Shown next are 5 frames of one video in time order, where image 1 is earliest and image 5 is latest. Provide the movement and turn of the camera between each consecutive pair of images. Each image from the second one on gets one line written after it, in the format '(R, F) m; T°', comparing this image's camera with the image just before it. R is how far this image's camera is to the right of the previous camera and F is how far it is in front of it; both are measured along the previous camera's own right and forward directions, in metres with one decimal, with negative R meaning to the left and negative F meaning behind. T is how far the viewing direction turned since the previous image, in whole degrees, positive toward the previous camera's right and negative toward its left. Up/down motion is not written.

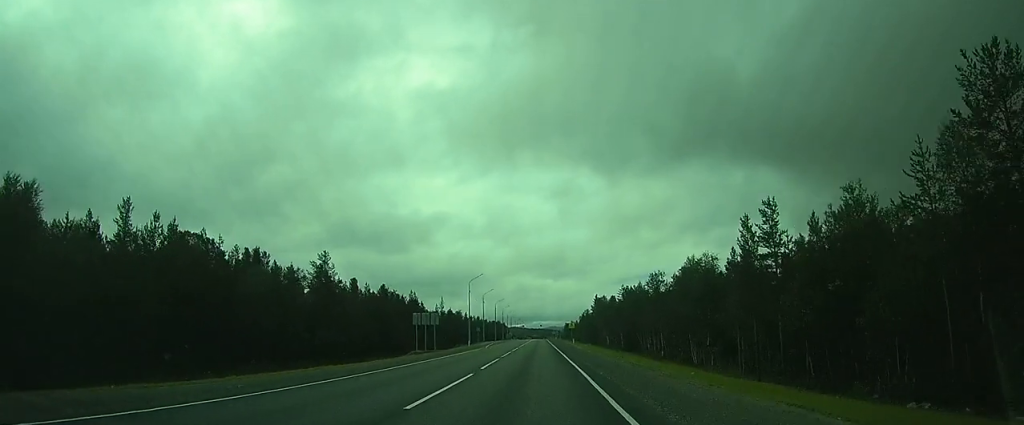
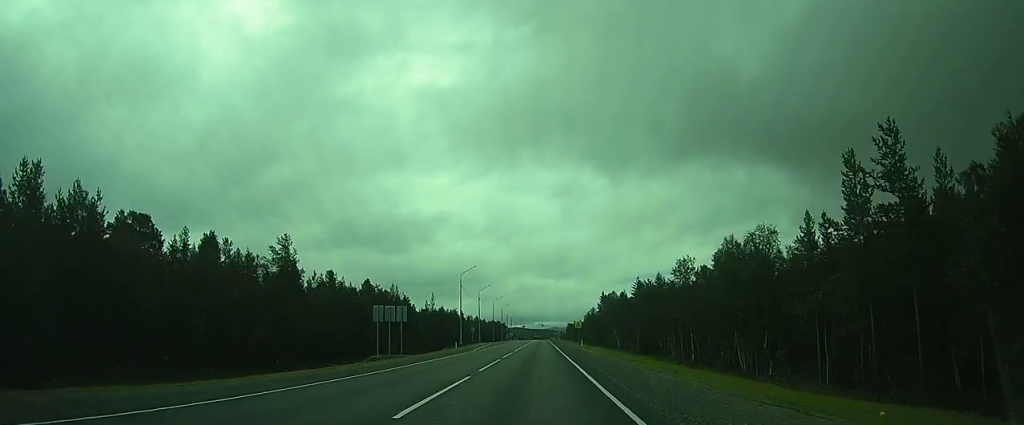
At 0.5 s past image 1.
(0.0, +13.4) m; 0°
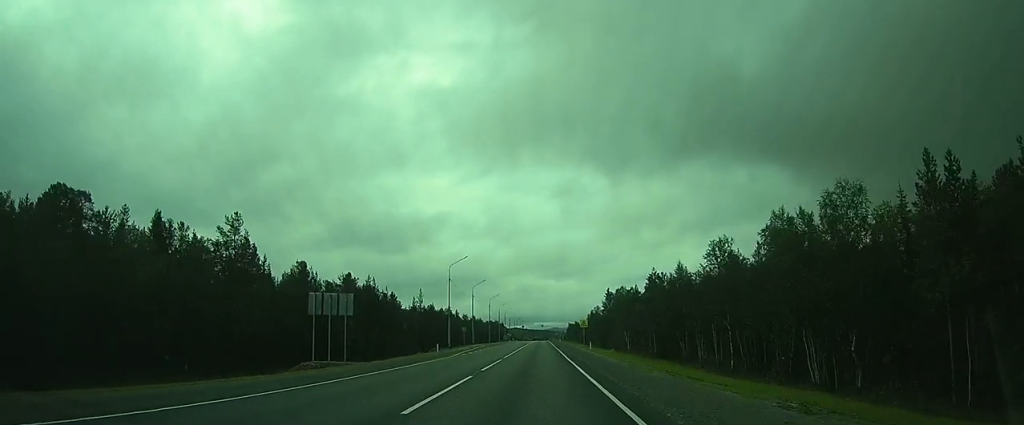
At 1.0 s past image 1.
(0.0, +11.7) m; 0°
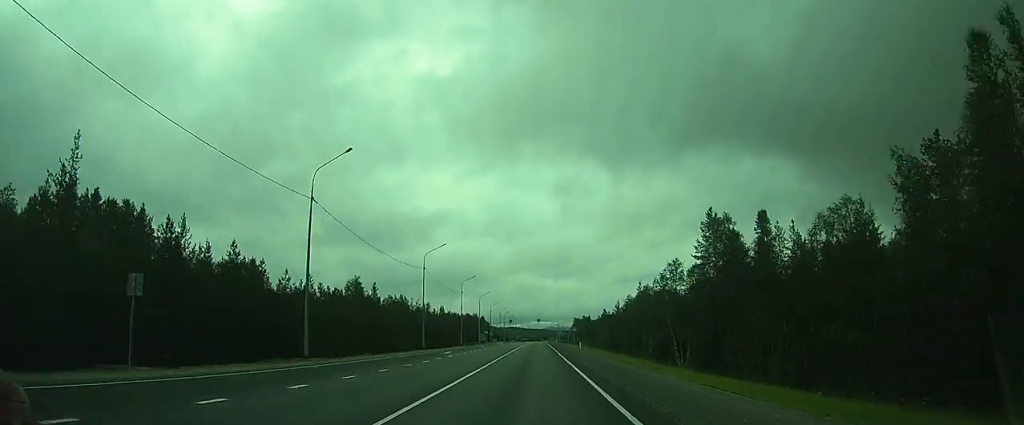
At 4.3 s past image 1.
(-0.4, +83.8) m; 0°
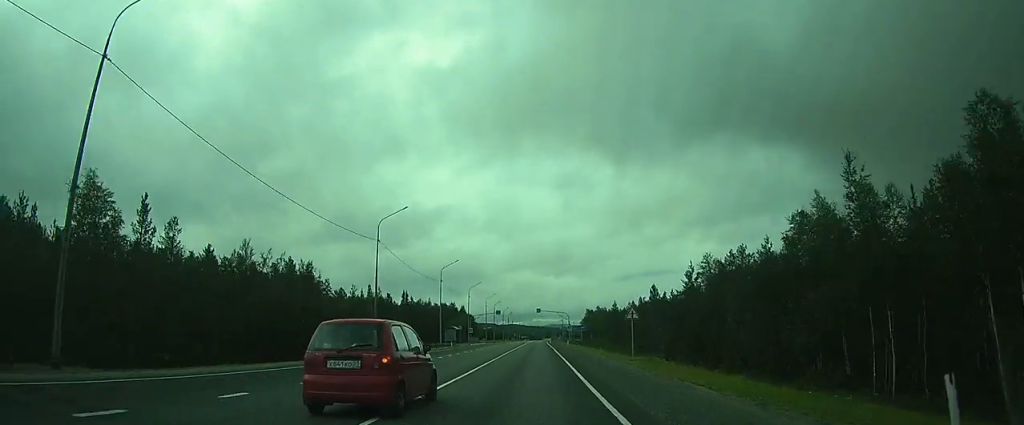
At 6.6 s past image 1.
(+0.3, +55.6) m; 0°
